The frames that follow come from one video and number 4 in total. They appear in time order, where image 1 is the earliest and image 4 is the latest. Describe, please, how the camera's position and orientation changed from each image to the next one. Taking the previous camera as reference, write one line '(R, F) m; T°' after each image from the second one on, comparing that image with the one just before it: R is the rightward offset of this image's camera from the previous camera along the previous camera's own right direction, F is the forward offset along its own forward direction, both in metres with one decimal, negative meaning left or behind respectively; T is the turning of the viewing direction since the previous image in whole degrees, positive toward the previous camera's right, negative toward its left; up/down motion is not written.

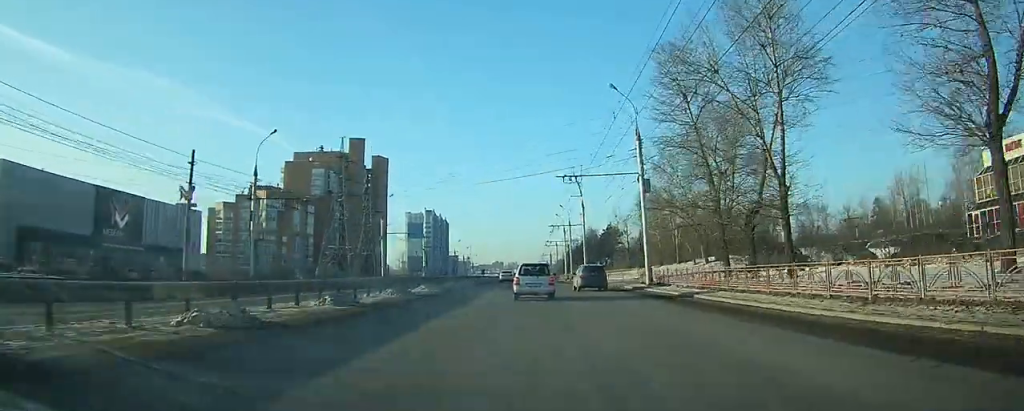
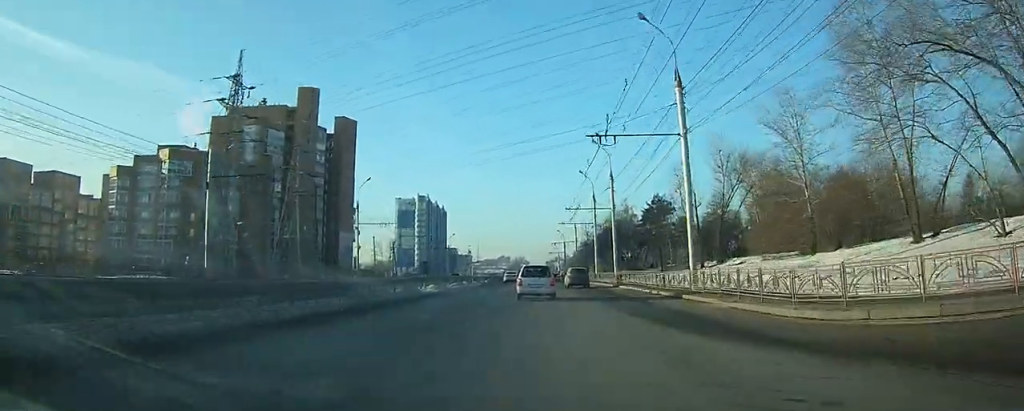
(+0.1, +49.6) m; 0°
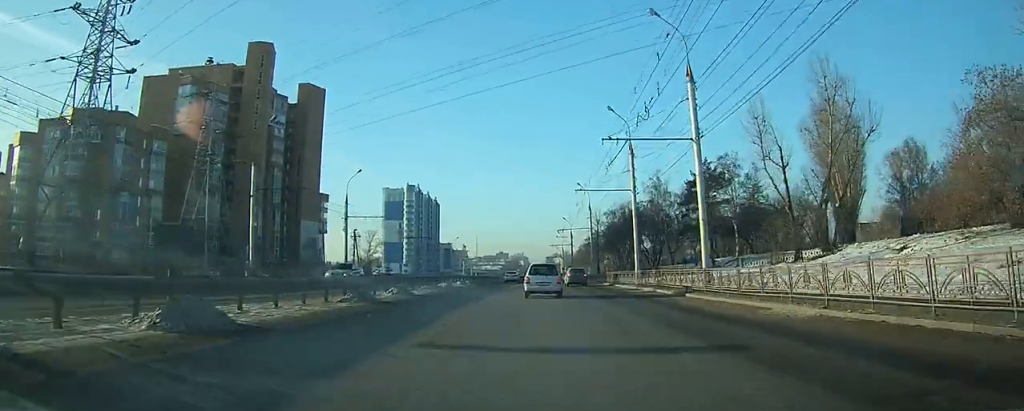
(-0.2, +27.5) m; 0°
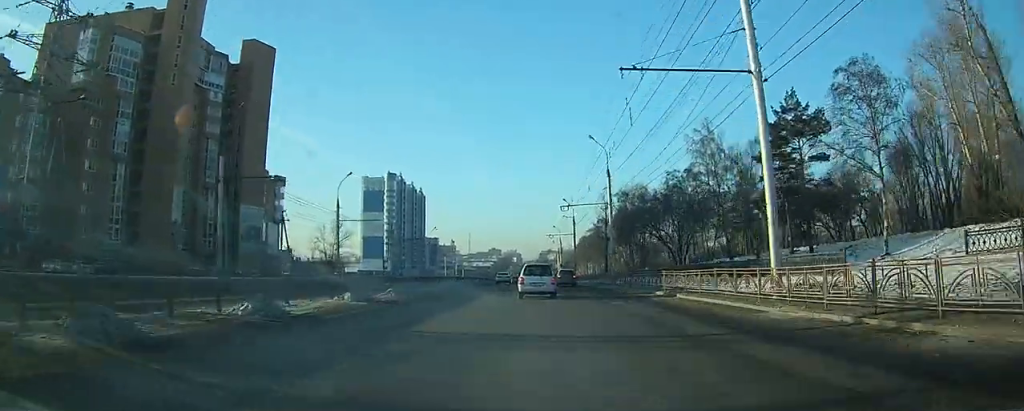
(+0.1, +26.8) m; 0°
